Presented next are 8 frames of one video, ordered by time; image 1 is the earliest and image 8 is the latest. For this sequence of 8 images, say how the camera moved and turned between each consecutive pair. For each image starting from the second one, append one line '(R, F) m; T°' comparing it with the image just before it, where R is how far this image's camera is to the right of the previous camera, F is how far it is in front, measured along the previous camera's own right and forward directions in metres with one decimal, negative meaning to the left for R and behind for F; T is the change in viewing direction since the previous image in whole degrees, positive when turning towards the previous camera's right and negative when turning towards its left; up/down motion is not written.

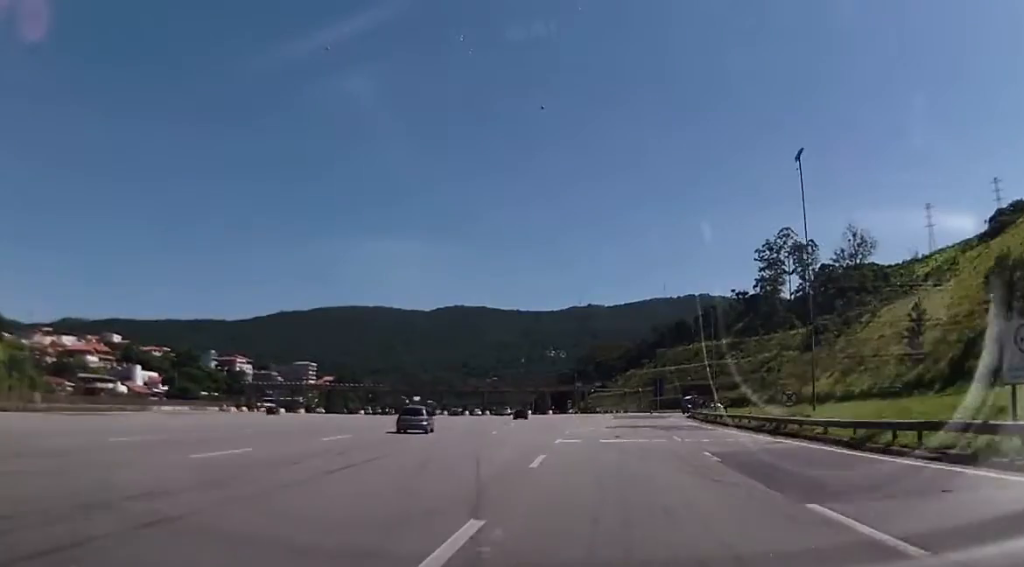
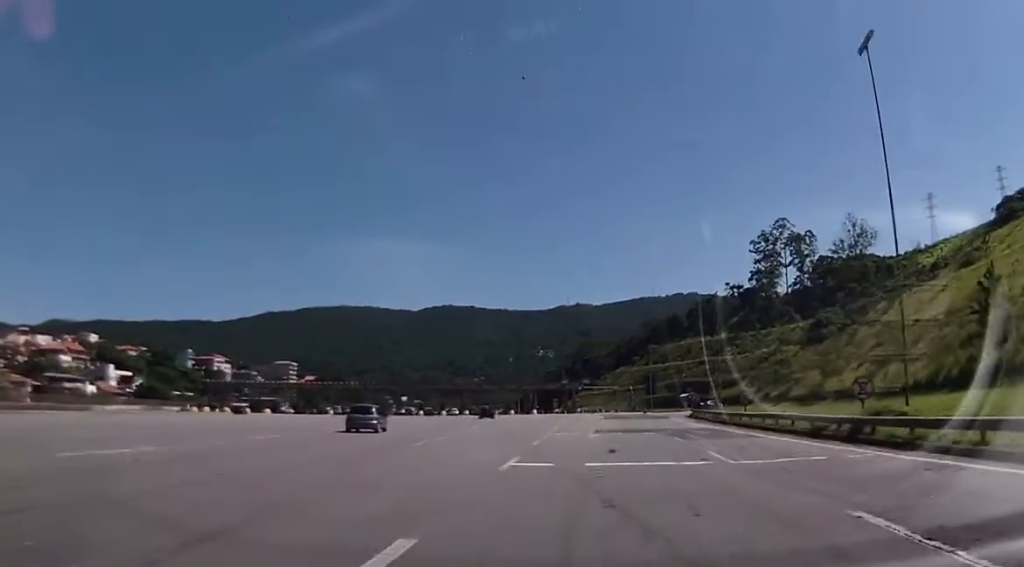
(+0.2, +14.2) m; +3°
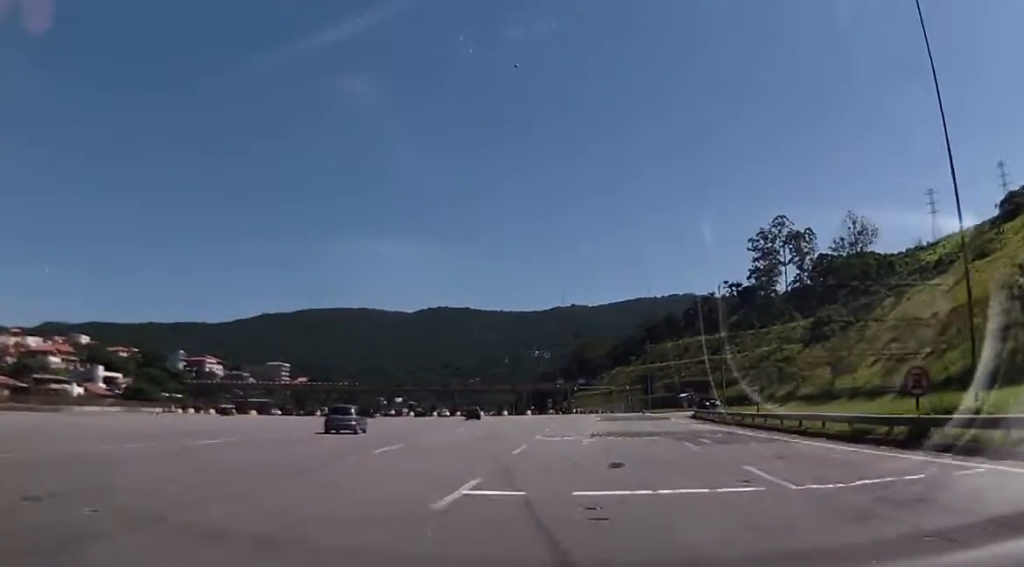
(+0.1, +5.8) m; +1°
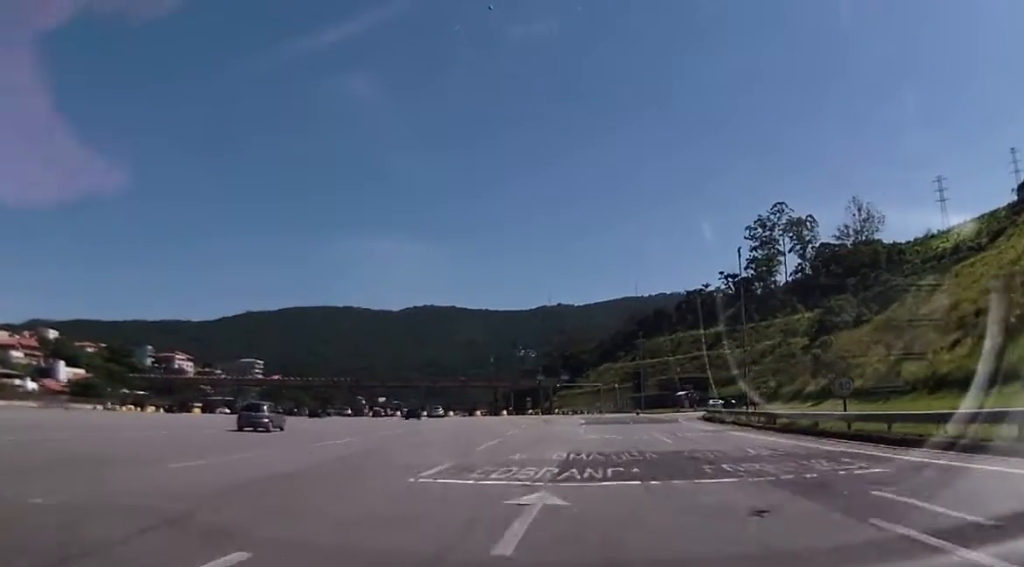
(+0.4, +20.8) m; +1°
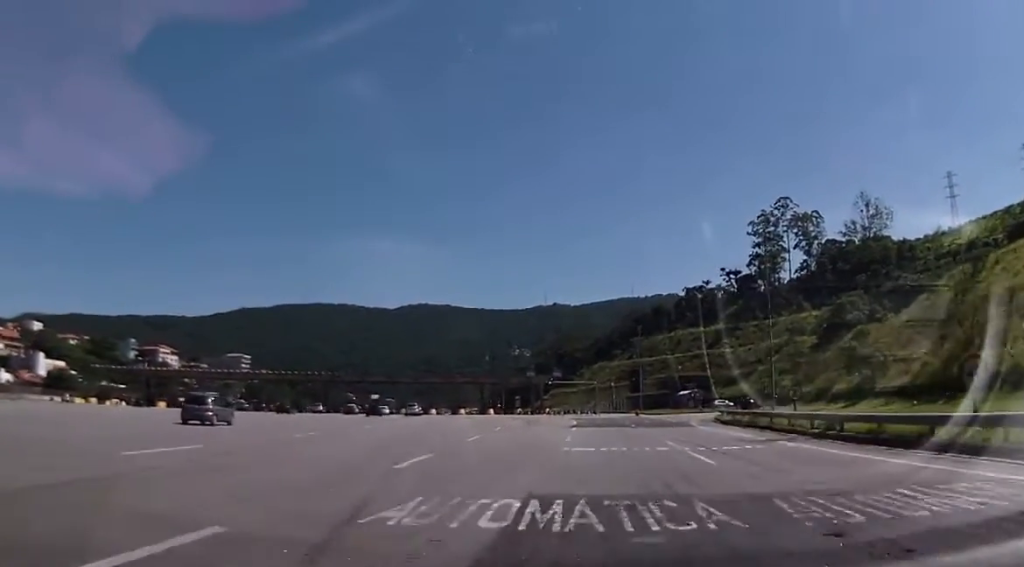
(0.0, +11.7) m; +1°
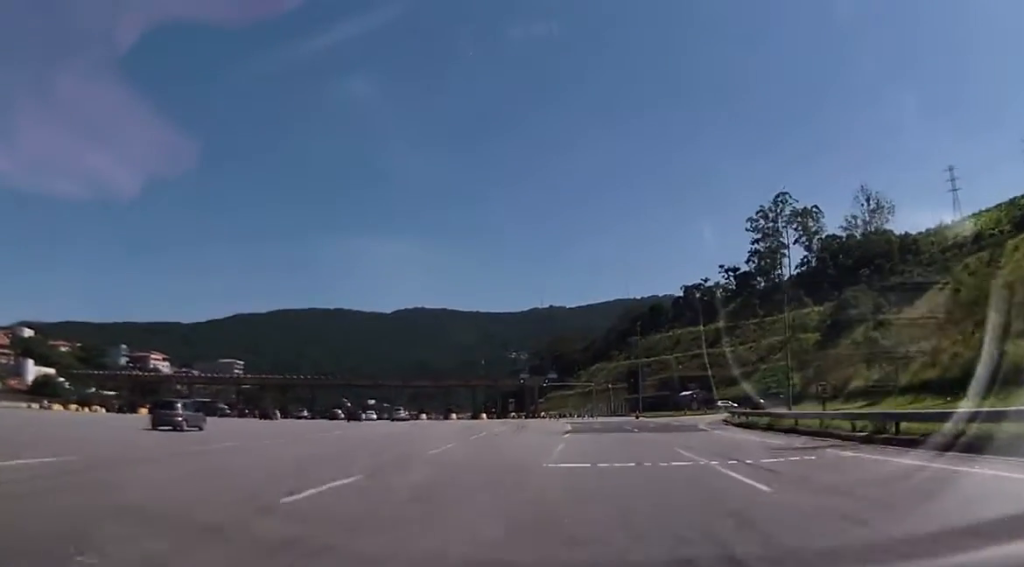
(-0.1, +5.8) m; +1°
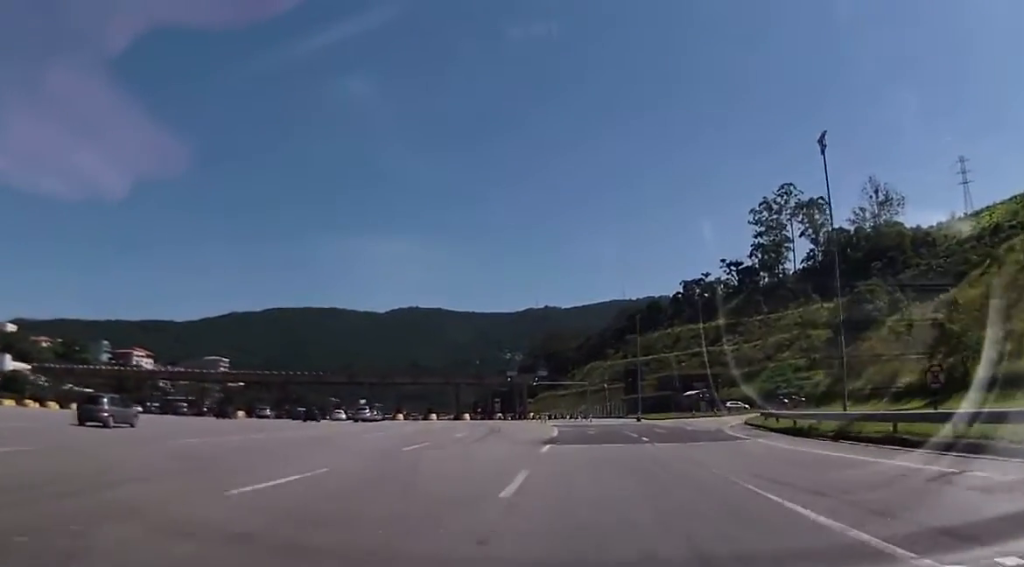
(+0.4, +12.4) m; 0°
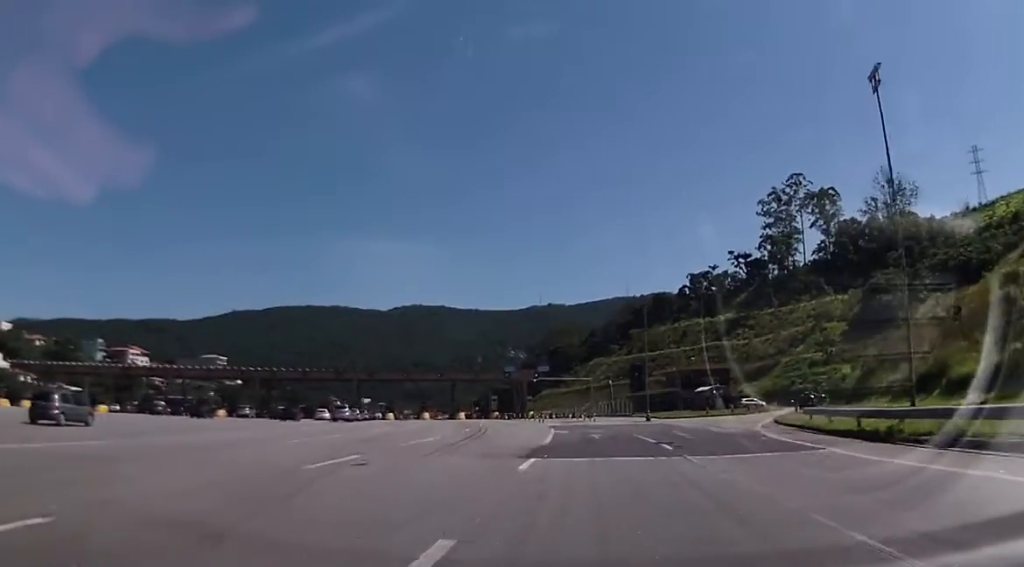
(-0.3, +8.3) m; 0°
